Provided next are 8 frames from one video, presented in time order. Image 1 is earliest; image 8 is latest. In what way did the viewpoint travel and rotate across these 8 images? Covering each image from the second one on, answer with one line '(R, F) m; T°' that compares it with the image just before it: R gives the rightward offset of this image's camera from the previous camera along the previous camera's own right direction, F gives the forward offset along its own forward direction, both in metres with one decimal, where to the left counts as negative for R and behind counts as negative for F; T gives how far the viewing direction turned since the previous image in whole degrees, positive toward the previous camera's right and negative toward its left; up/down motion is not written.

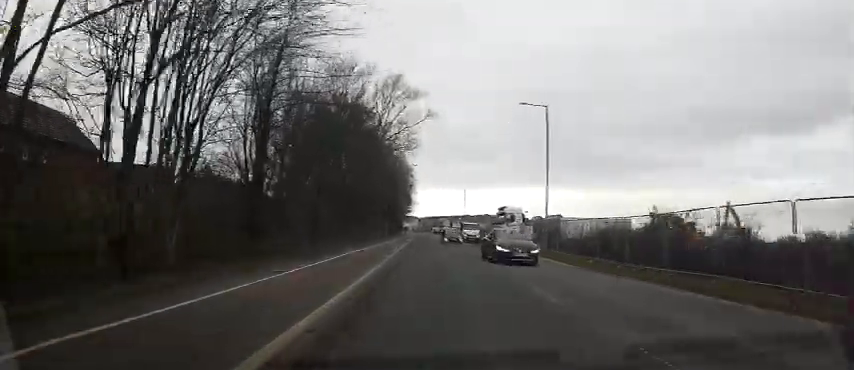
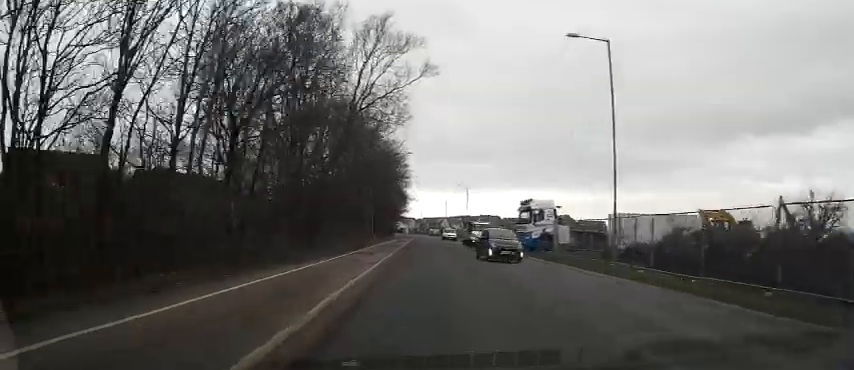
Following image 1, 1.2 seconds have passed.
(-0.1, +14.0) m; -1°
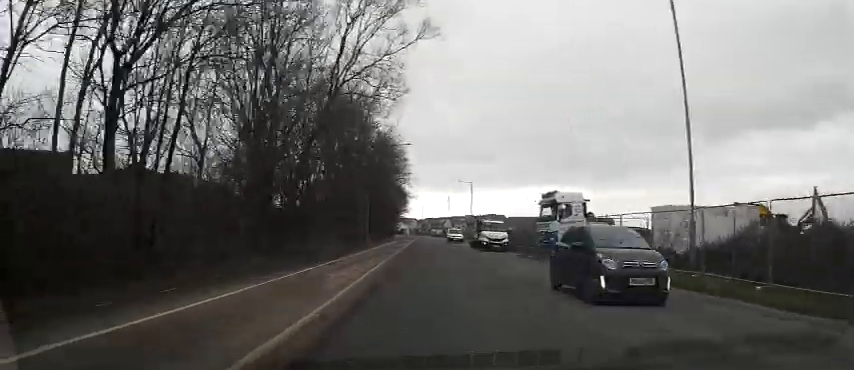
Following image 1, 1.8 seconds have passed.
(0.0, +6.7) m; 0°
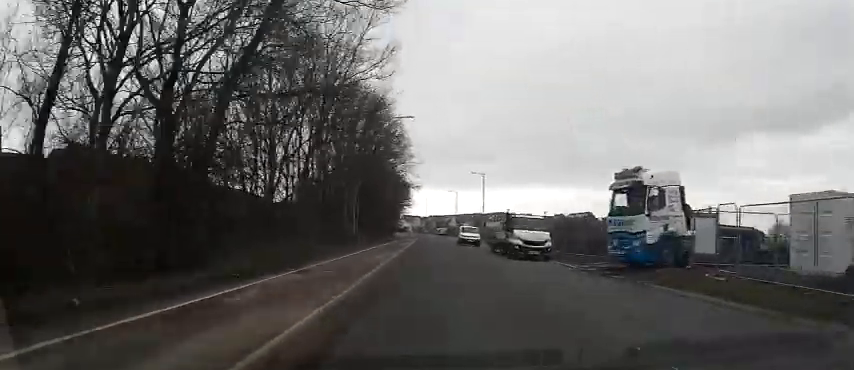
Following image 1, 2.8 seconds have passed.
(0.0, +11.7) m; 0°
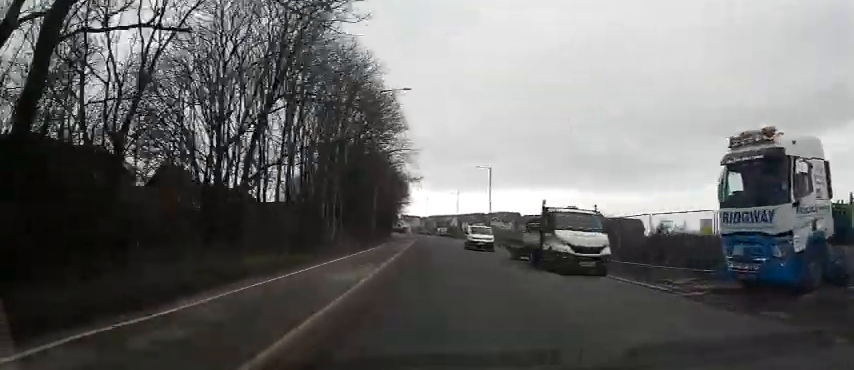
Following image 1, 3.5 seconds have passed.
(+0.1, +8.1) m; -1°
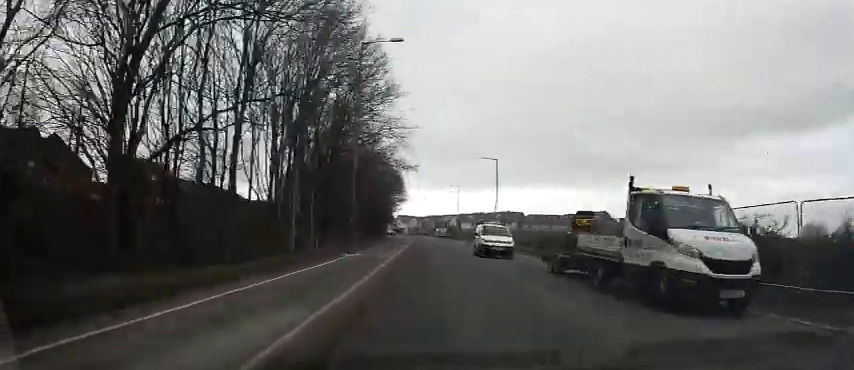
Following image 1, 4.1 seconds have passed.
(-0.2, +8.6) m; 0°
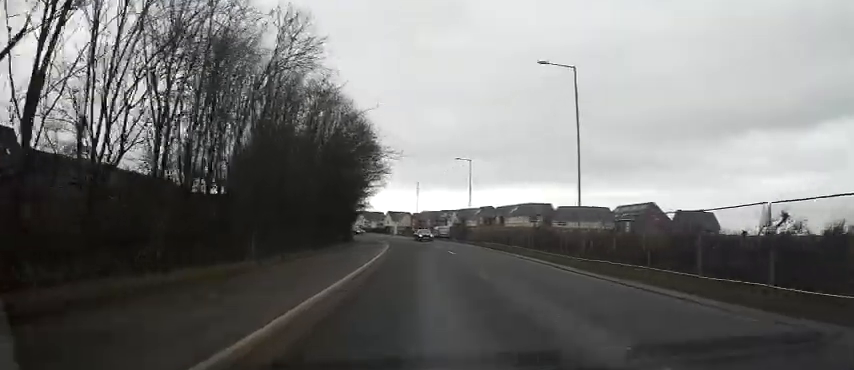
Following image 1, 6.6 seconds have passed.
(+0.2, +33.6) m; +1°
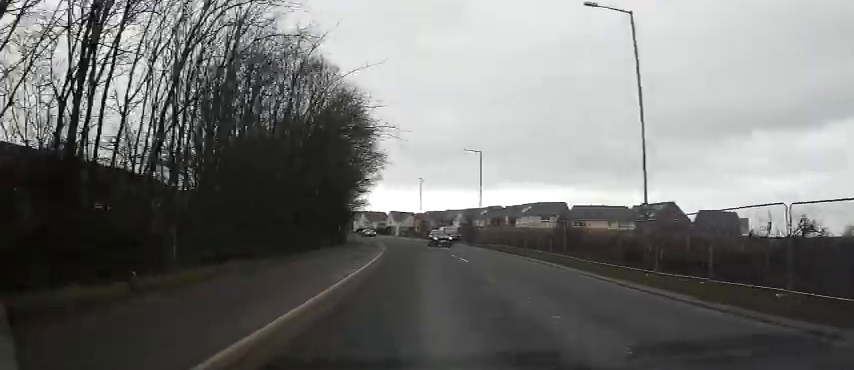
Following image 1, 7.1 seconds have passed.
(+0.2, +7.7) m; +1°
